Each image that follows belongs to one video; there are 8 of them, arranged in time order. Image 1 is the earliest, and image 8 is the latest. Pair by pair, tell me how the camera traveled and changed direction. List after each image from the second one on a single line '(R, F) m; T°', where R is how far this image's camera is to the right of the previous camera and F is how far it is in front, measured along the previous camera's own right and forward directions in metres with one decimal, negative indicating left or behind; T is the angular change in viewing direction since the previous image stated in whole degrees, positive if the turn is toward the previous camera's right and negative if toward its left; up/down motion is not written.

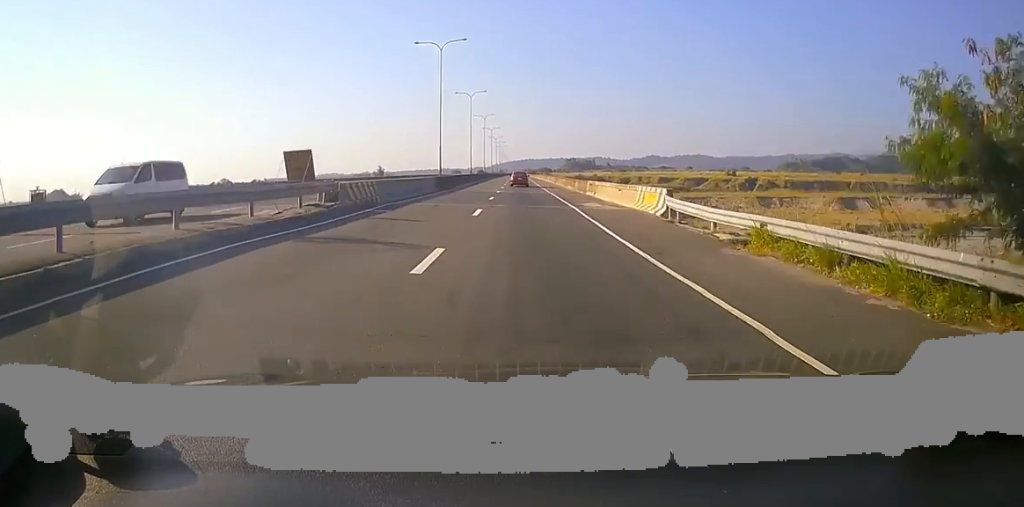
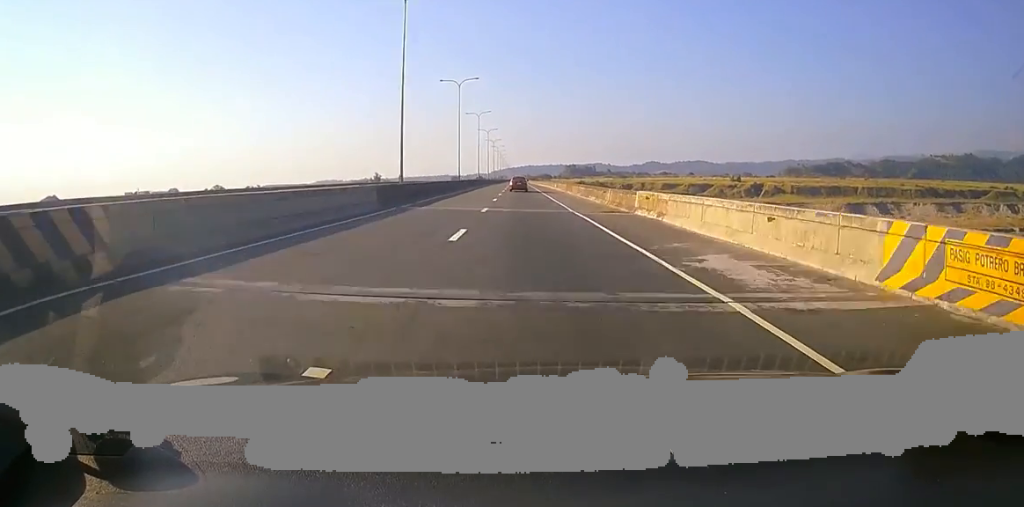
(+0.3, +18.9) m; +1°
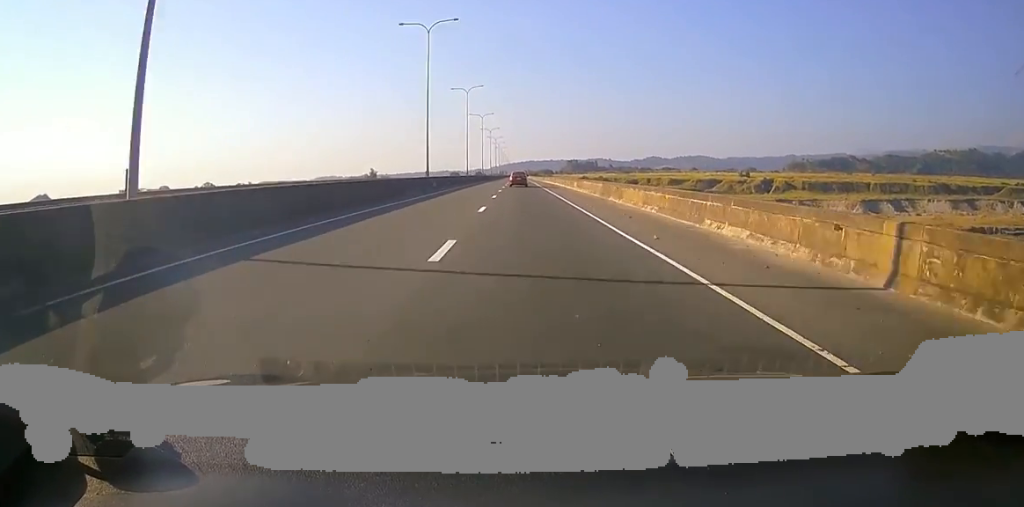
(+0.3, +27.7) m; +2°
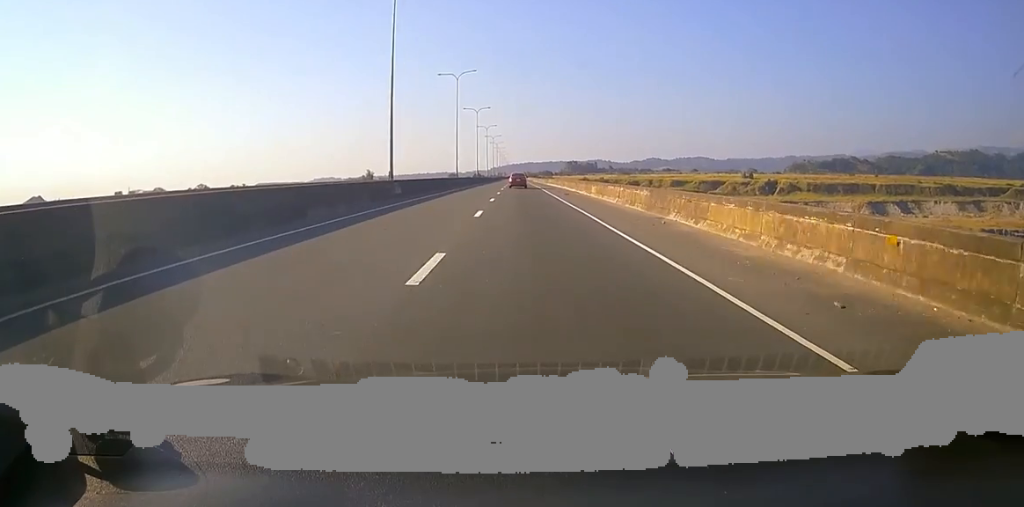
(+0.1, +14.1) m; +1°
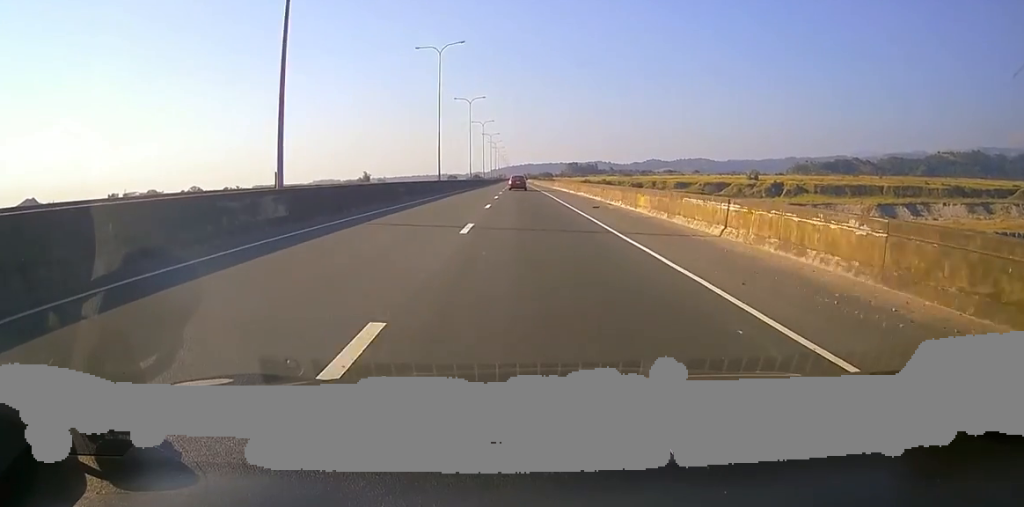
(+0.3, +17.0) m; +1°
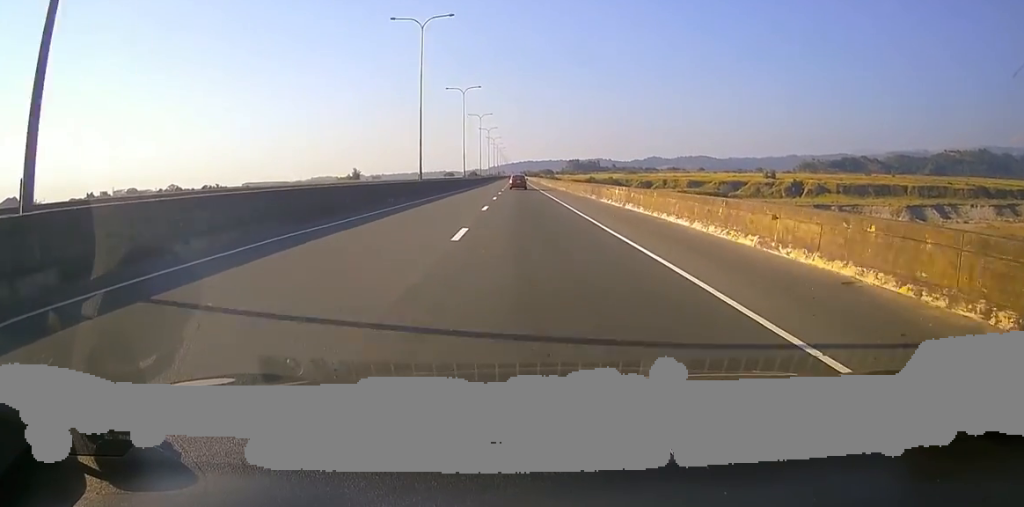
(+0.1, +50.2) m; -1°
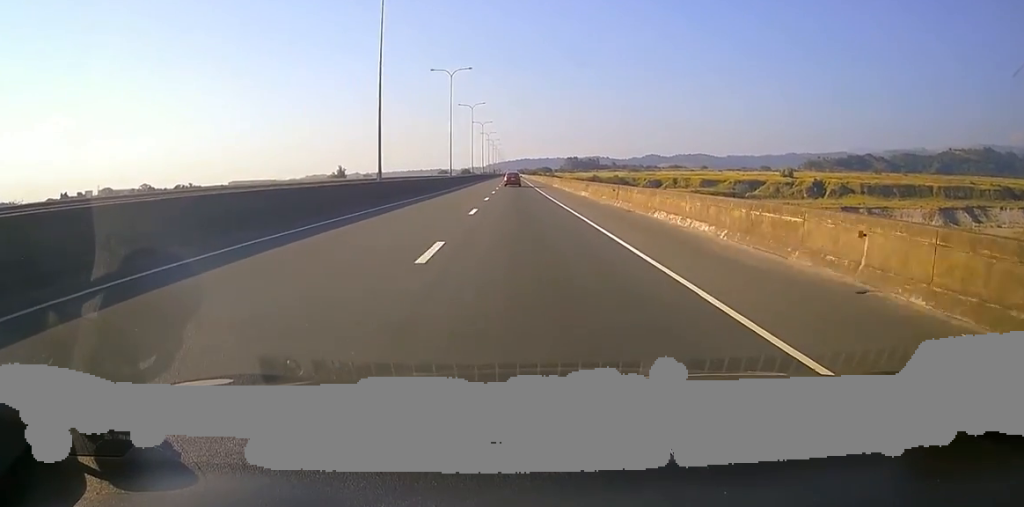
(-0.2, +51.7) m; 0°
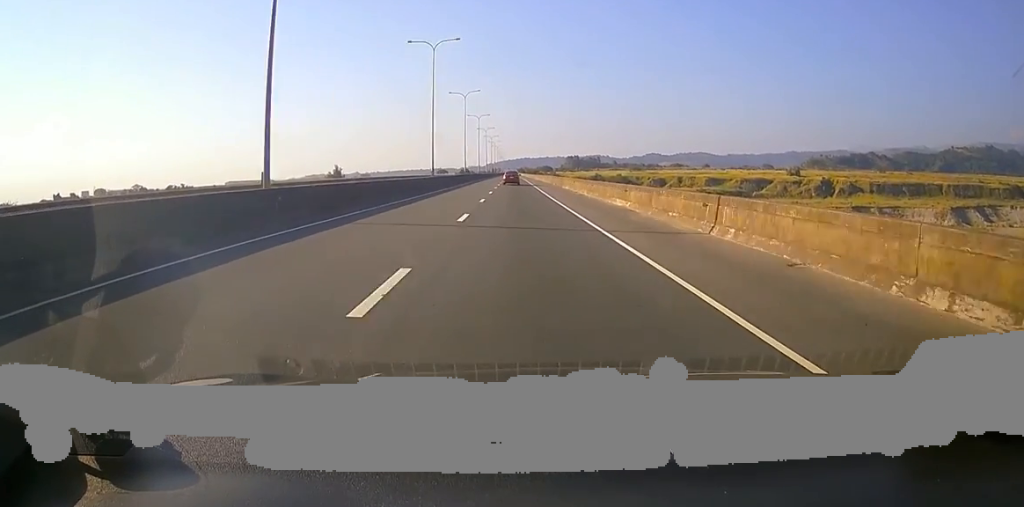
(+0.6, +16.0) m; 0°
